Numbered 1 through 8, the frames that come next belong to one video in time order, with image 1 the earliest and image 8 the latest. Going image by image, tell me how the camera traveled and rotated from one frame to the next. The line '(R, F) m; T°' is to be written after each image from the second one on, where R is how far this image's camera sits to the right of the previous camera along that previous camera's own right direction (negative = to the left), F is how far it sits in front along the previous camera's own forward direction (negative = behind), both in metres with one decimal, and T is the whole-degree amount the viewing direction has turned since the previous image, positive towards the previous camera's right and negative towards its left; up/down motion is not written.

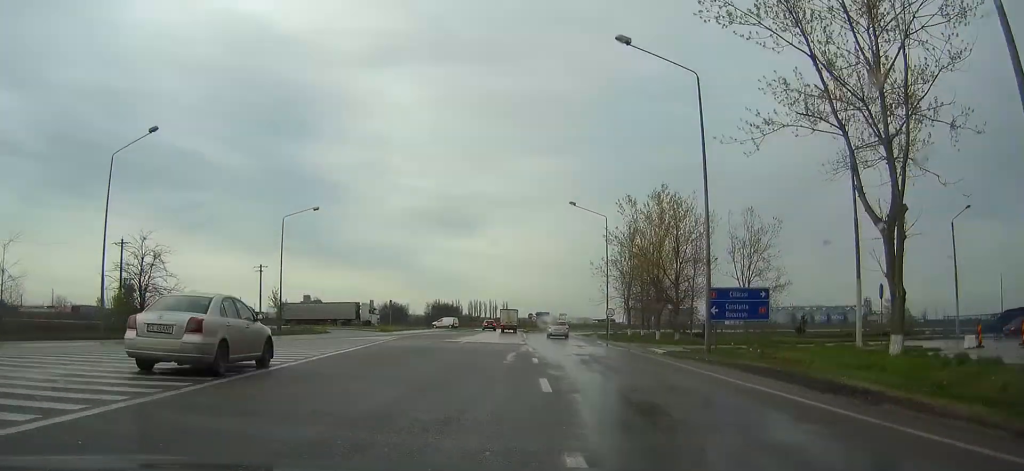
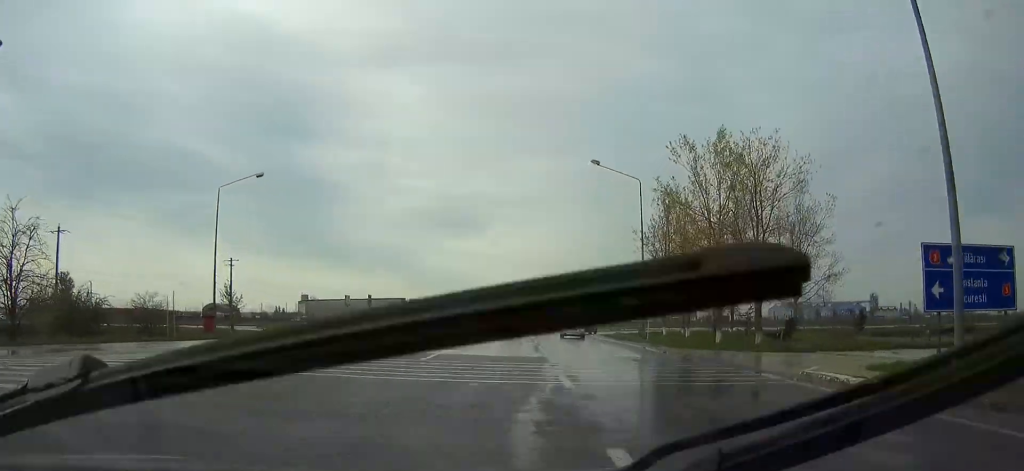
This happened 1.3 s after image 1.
(-0.1, +17.2) m; 0°
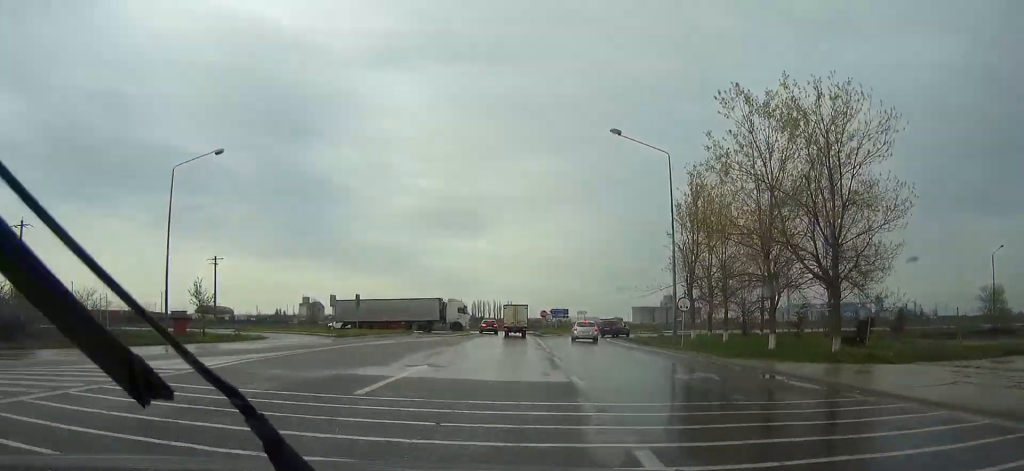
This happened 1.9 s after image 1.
(0.0, +8.7) m; 0°
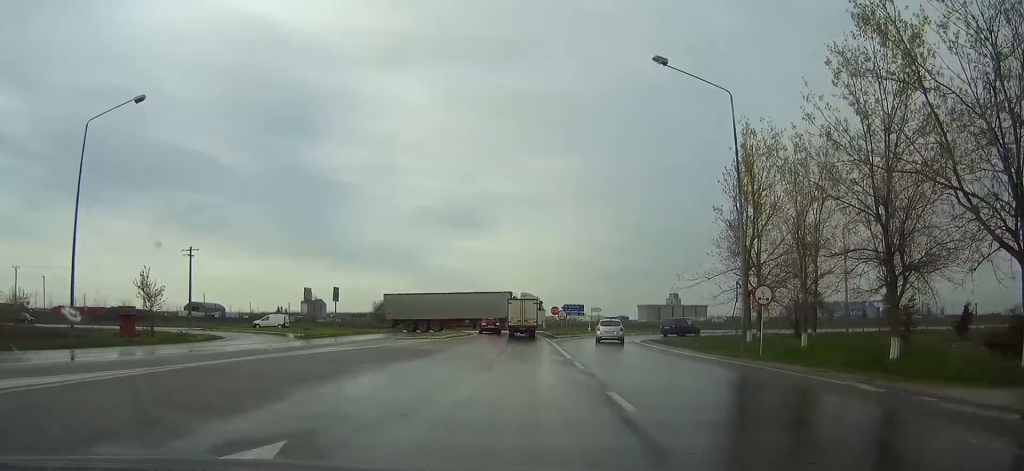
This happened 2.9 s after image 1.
(0.0, +11.7) m; 0°
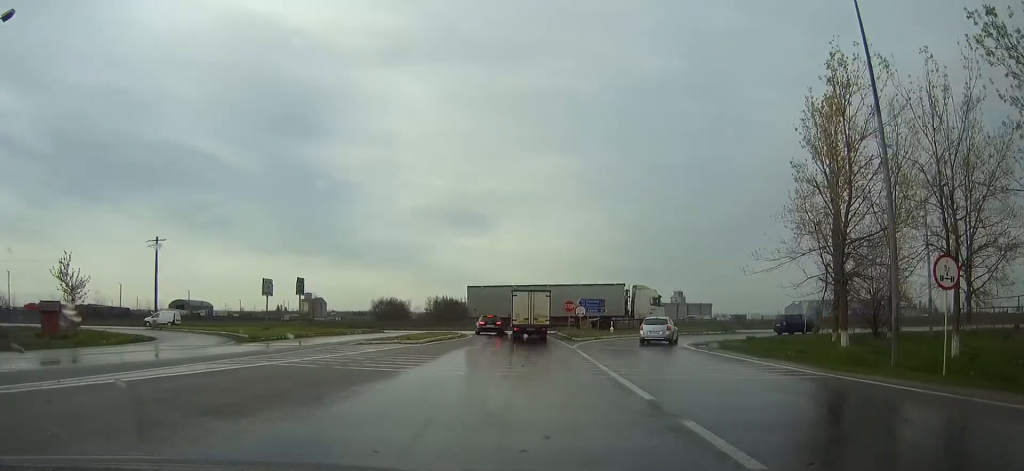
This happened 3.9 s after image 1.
(-0.1, +11.9) m; 0°
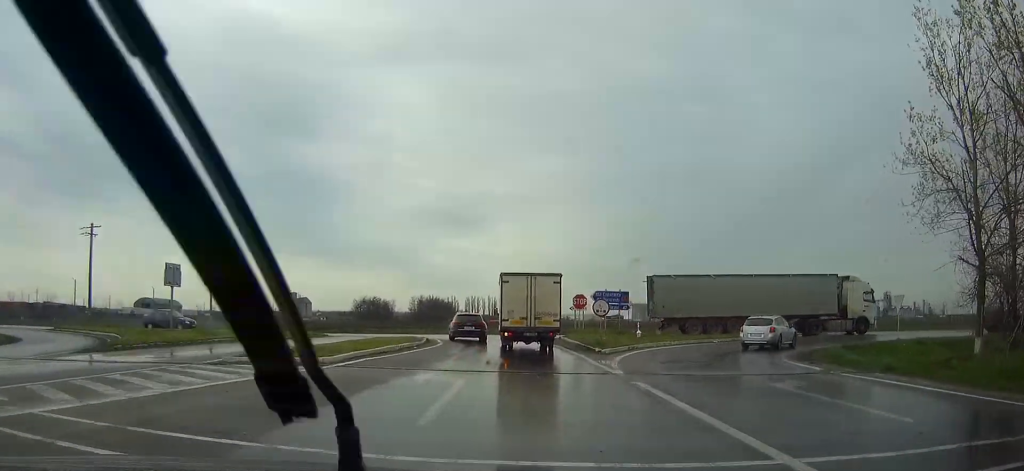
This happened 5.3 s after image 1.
(+0.1, +14.0) m; +2°
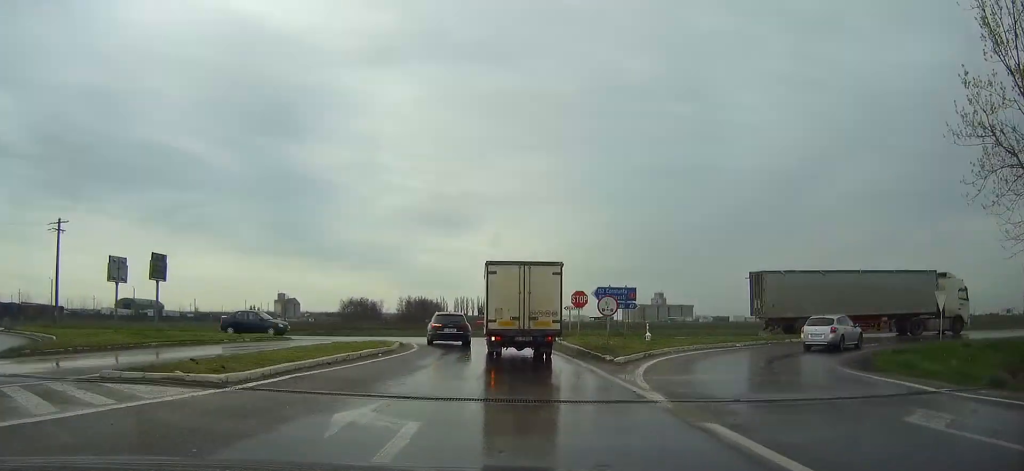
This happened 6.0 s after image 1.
(0.0, +4.9) m; +1°
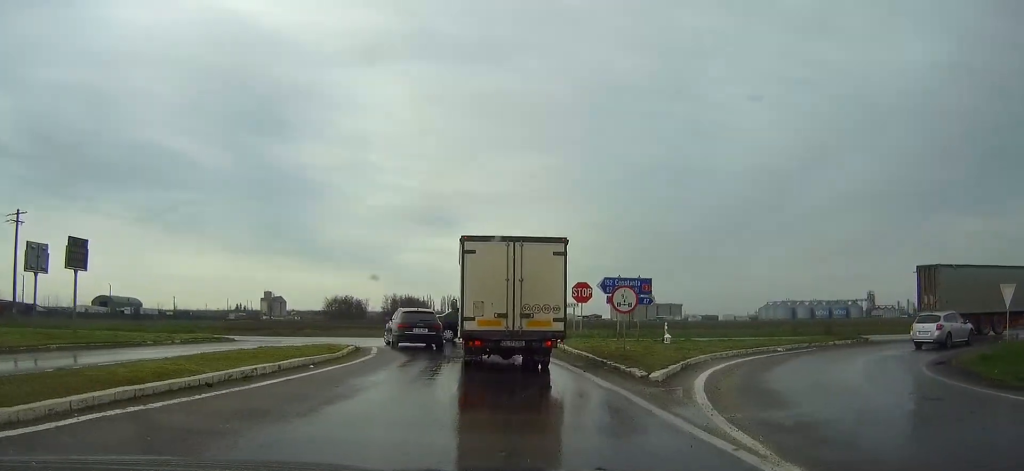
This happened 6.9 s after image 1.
(+0.1, +6.3) m; 0°
